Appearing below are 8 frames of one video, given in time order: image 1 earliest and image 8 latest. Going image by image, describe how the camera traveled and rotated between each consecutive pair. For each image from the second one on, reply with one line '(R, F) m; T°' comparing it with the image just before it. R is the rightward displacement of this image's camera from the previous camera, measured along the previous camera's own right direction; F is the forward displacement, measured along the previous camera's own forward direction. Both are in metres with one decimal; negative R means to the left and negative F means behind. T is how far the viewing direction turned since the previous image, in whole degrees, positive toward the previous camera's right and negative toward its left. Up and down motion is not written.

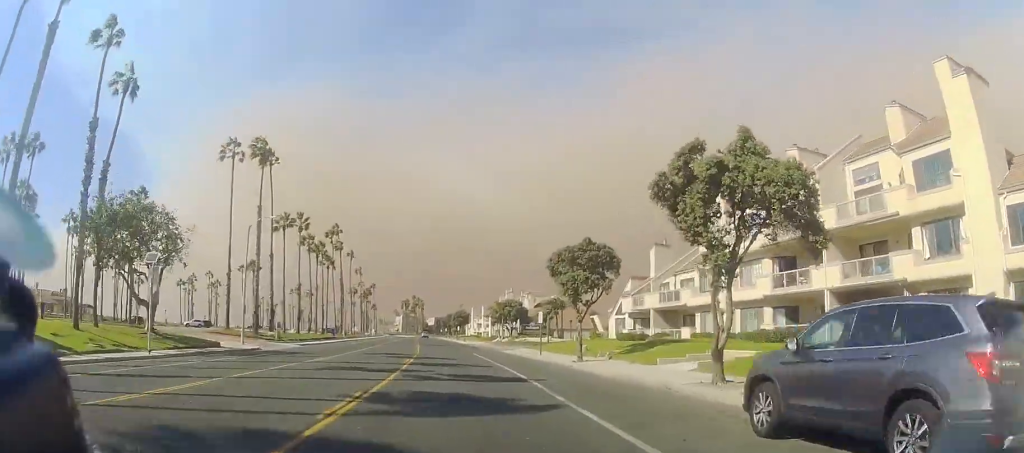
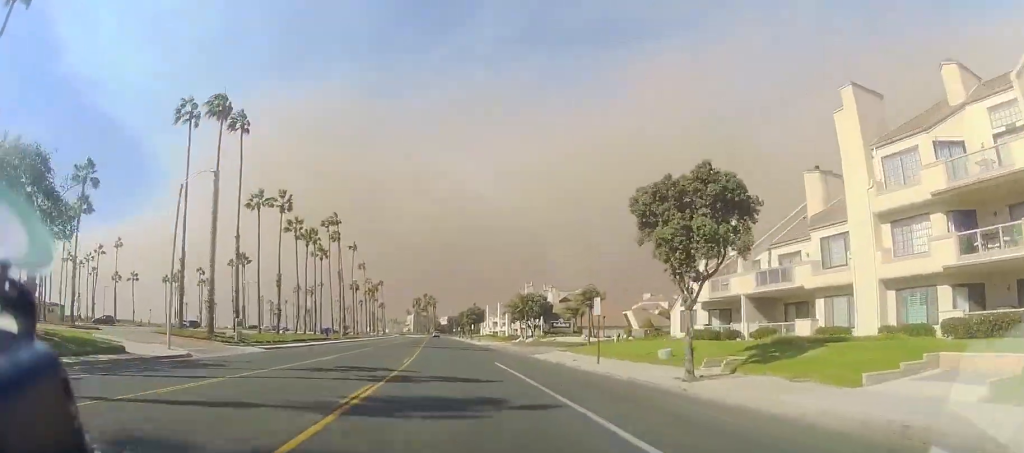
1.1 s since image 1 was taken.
(-0.7, +13.6) m; -3°
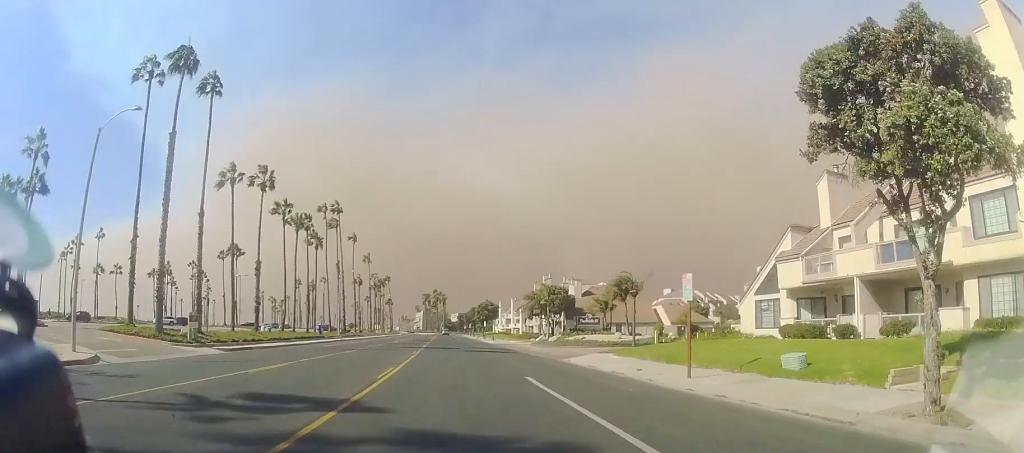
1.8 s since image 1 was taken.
(0.0, +9.9) m; 0°
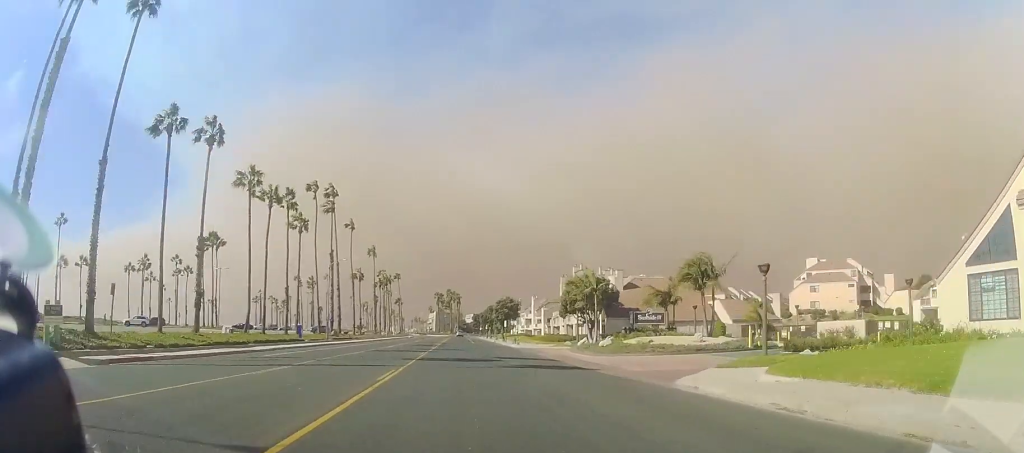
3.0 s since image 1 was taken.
(0.0, +15.3) m; -2°
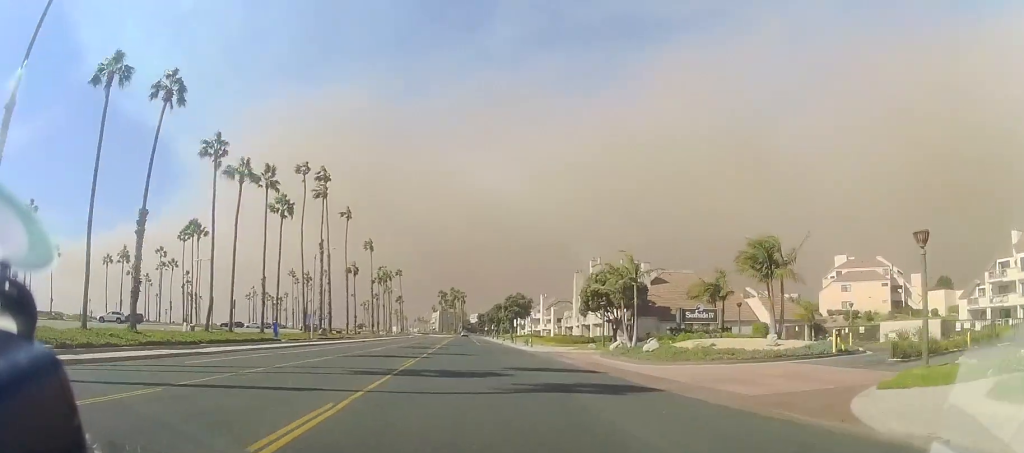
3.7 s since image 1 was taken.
(-0.4, +8.7) m; 0°
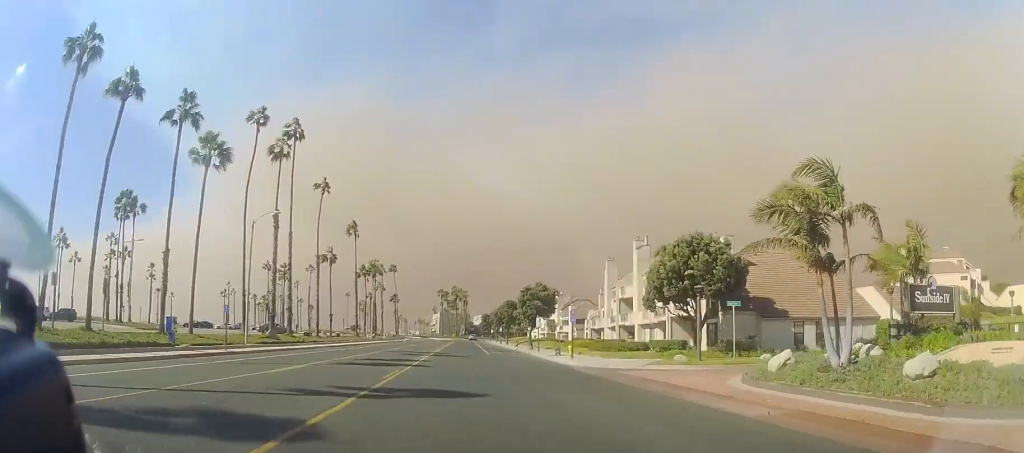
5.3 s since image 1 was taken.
(+0.4, +19.0) m; 0°
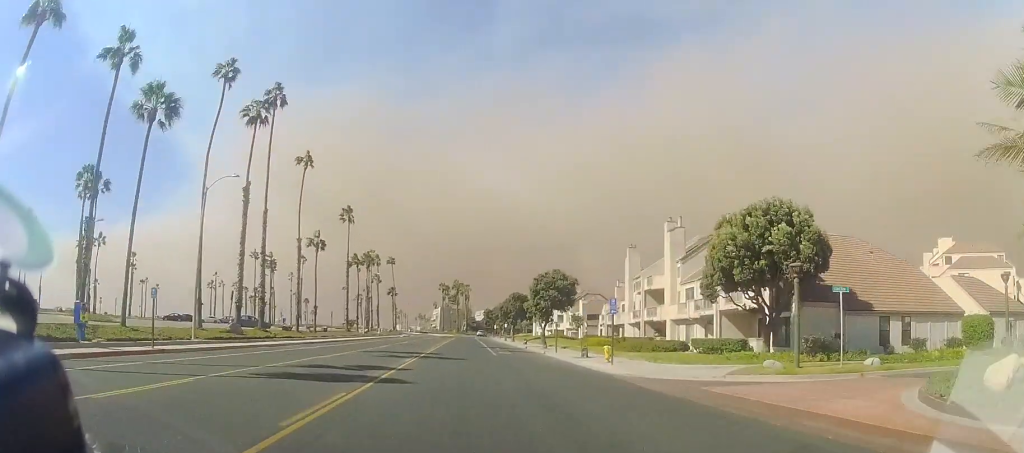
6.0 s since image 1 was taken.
(-0.4, +8.7) m; 0°
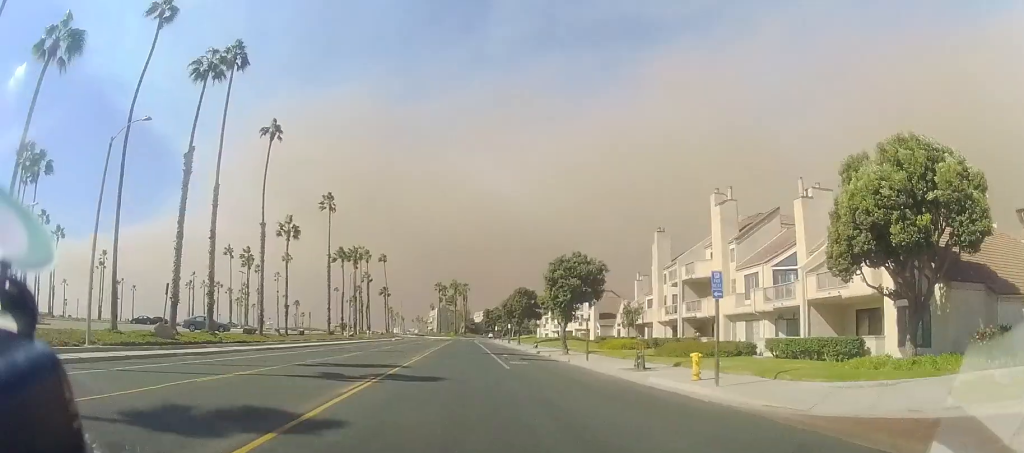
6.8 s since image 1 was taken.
(+0.3, +10.4) m; -1°
